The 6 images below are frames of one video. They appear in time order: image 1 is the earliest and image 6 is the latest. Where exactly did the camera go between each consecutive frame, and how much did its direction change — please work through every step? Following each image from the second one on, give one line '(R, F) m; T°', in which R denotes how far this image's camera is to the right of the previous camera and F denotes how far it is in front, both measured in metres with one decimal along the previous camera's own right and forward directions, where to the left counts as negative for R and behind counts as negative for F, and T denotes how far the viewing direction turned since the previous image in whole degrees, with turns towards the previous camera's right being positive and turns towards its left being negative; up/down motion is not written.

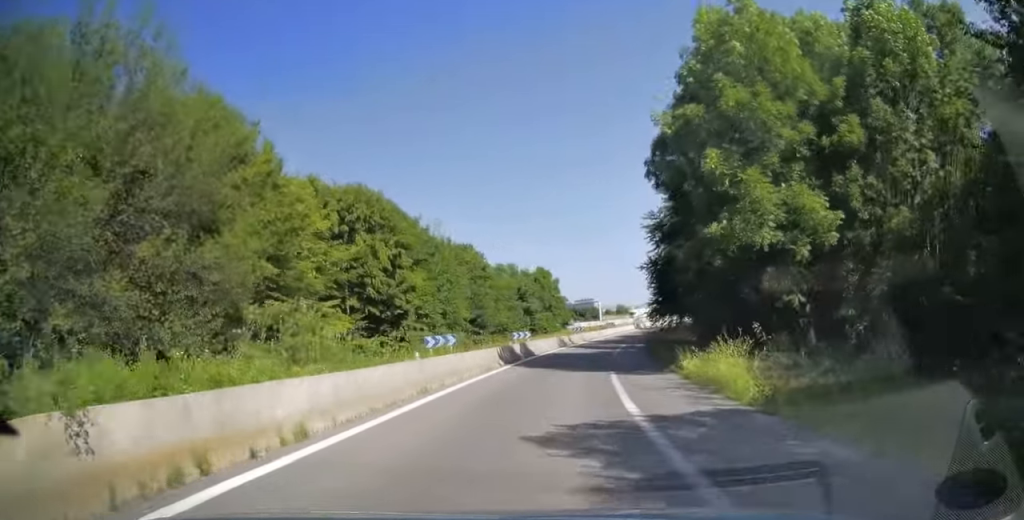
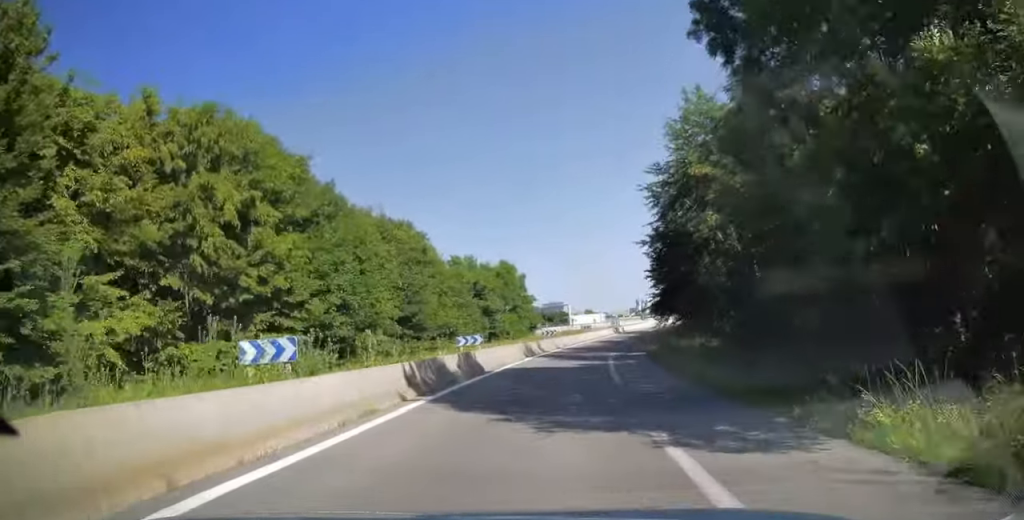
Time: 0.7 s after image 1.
(+0.2, +12.7) m; +3°
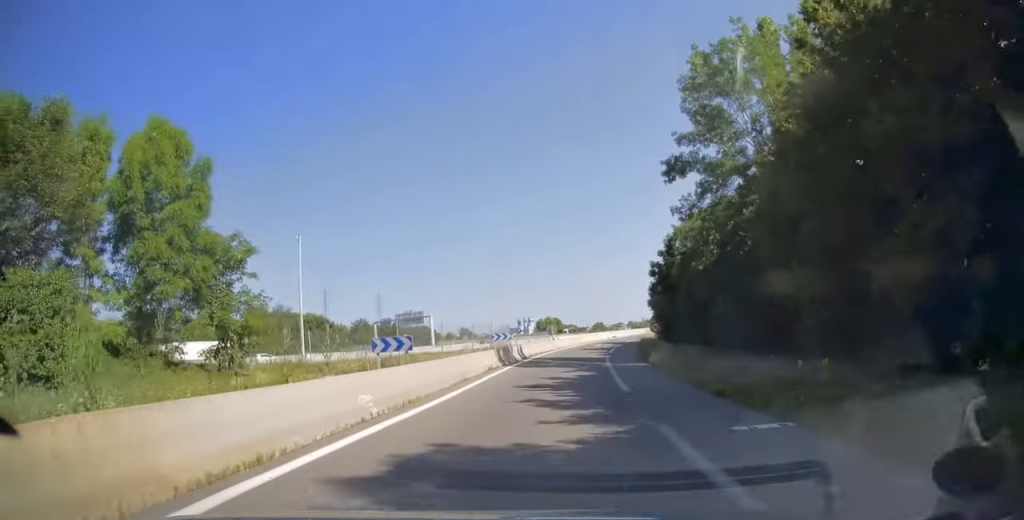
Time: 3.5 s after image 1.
(+5.4, +51.1) m; +12°
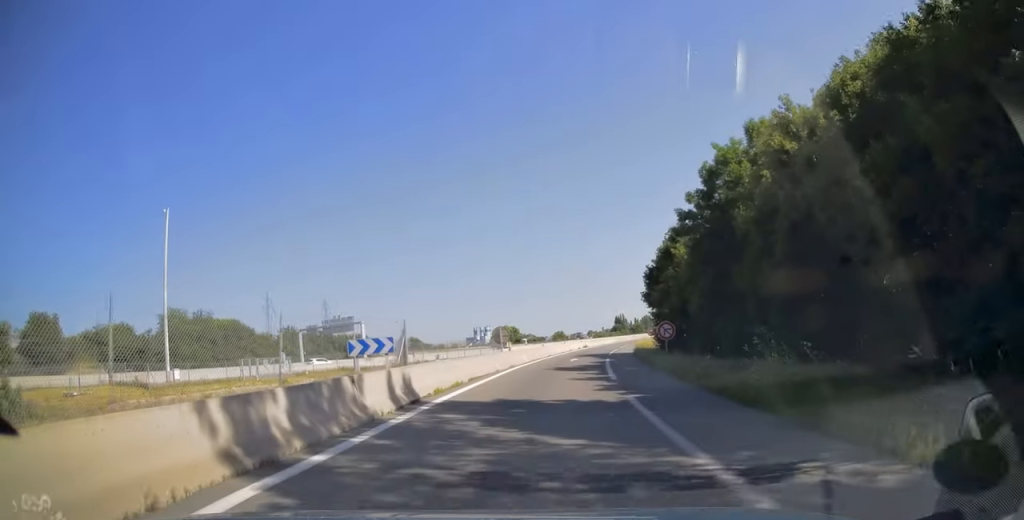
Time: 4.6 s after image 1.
(+0.7, +21.2) m; +4°
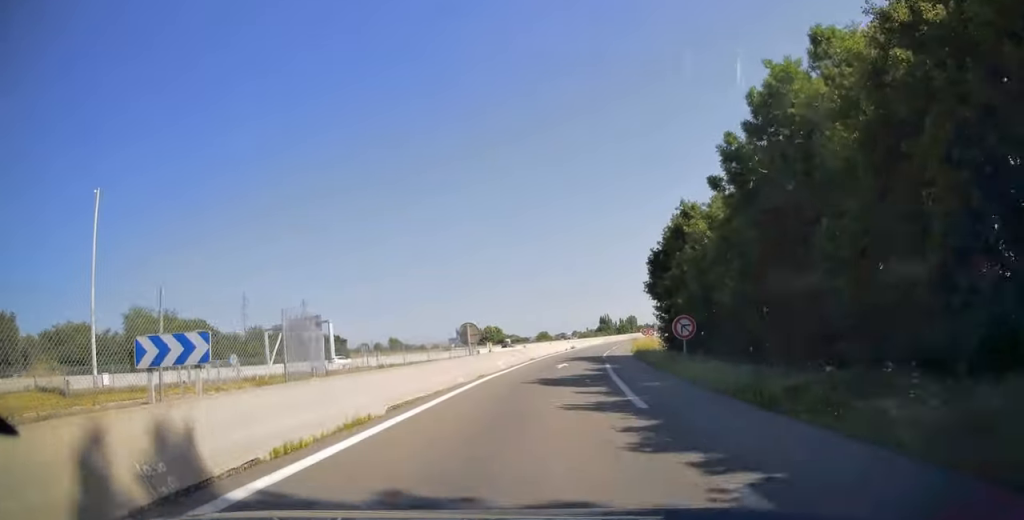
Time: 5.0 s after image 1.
(+0.2, +8.5) m; +2°
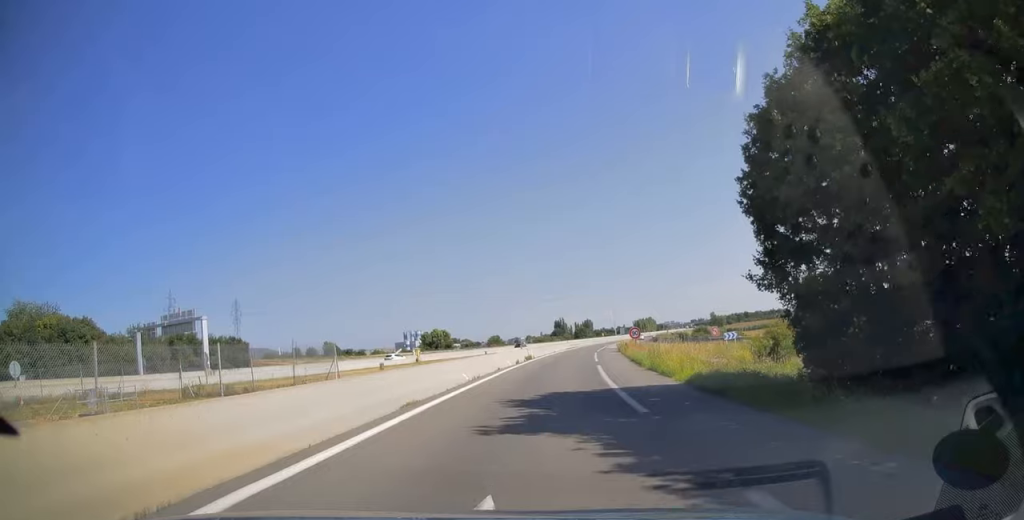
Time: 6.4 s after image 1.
(+1.1, +26.5) m; +5°
